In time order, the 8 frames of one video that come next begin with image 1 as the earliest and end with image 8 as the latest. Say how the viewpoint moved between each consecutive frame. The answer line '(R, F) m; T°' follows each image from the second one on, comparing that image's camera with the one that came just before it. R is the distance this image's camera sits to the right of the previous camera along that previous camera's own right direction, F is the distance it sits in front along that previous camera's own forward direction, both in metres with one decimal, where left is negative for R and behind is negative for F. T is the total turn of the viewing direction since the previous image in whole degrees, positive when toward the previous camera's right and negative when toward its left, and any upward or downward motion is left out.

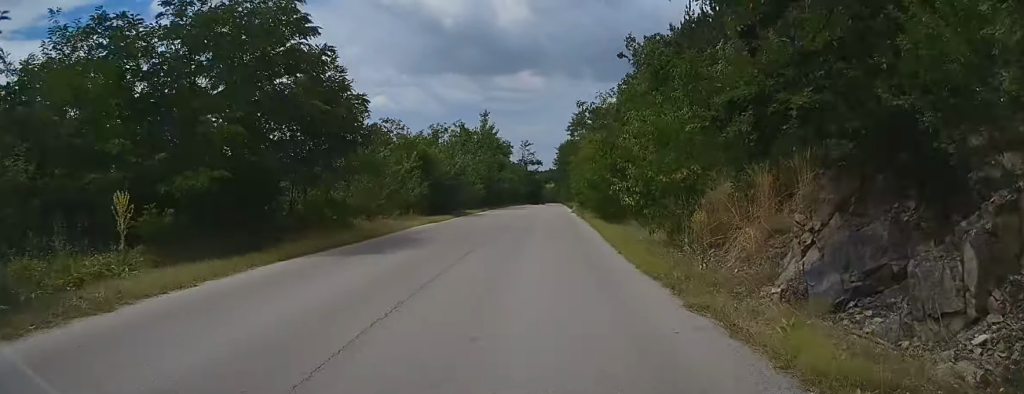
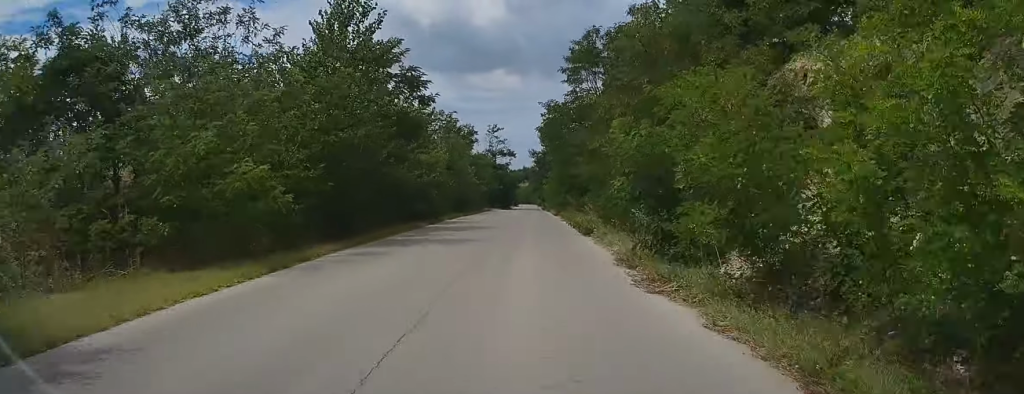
(+0.8, +34.0) m; +2°
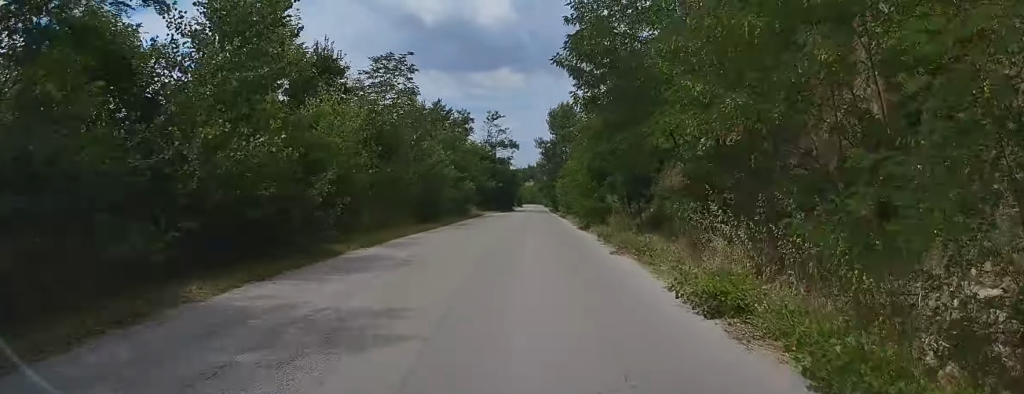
(0.0, +18.9) m; 0°
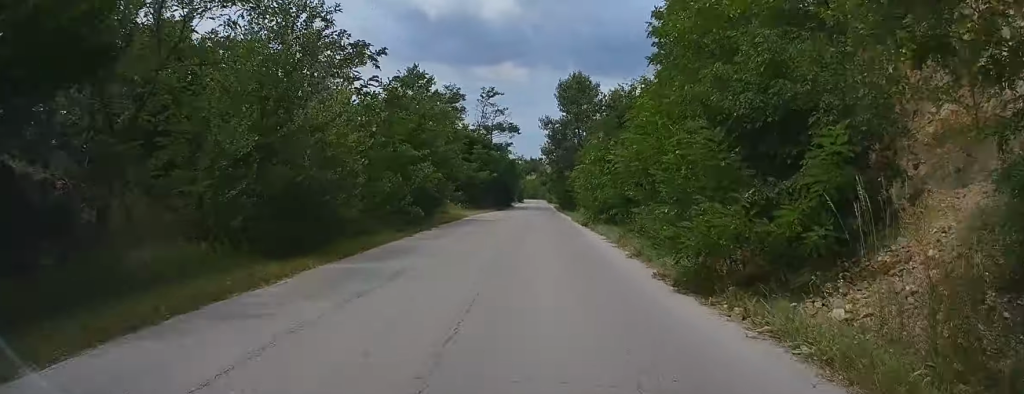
(-0.1, +17.1) m; 0°
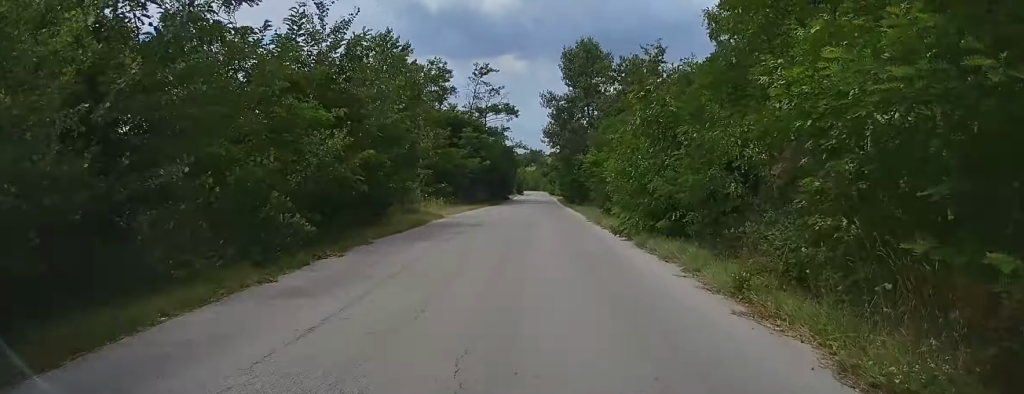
(0.0, +10.8) m; 0°
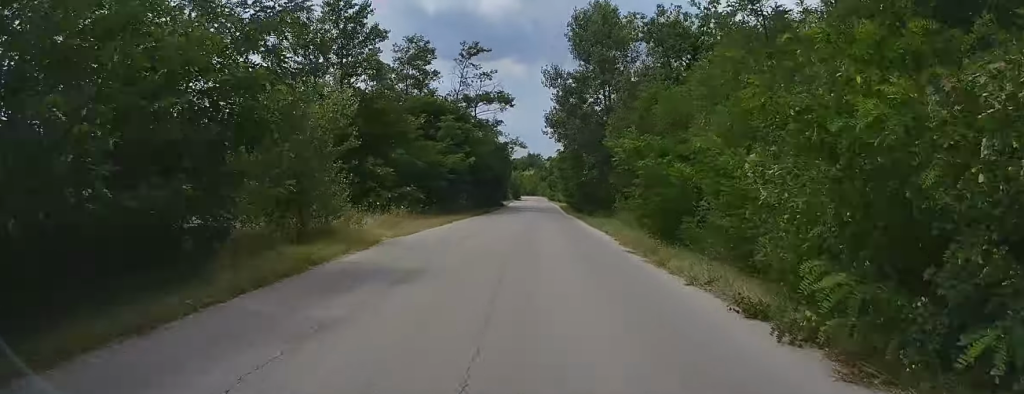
(0.0, +12.0) m; 0°
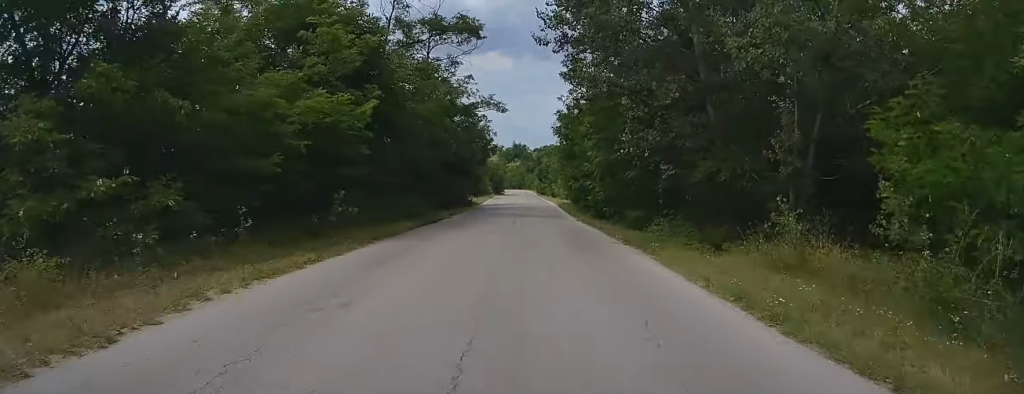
(+0.3, +23.4) m; +1°
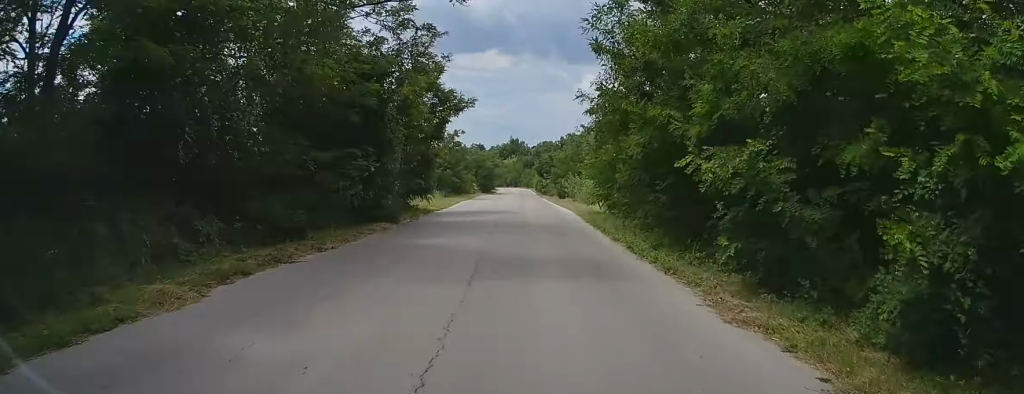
(-0.1, +23.6) m; 0°
